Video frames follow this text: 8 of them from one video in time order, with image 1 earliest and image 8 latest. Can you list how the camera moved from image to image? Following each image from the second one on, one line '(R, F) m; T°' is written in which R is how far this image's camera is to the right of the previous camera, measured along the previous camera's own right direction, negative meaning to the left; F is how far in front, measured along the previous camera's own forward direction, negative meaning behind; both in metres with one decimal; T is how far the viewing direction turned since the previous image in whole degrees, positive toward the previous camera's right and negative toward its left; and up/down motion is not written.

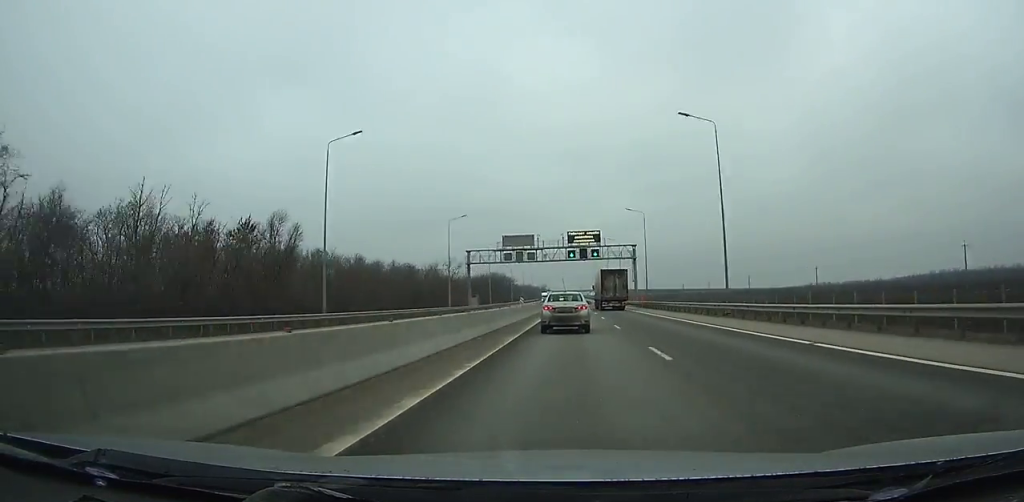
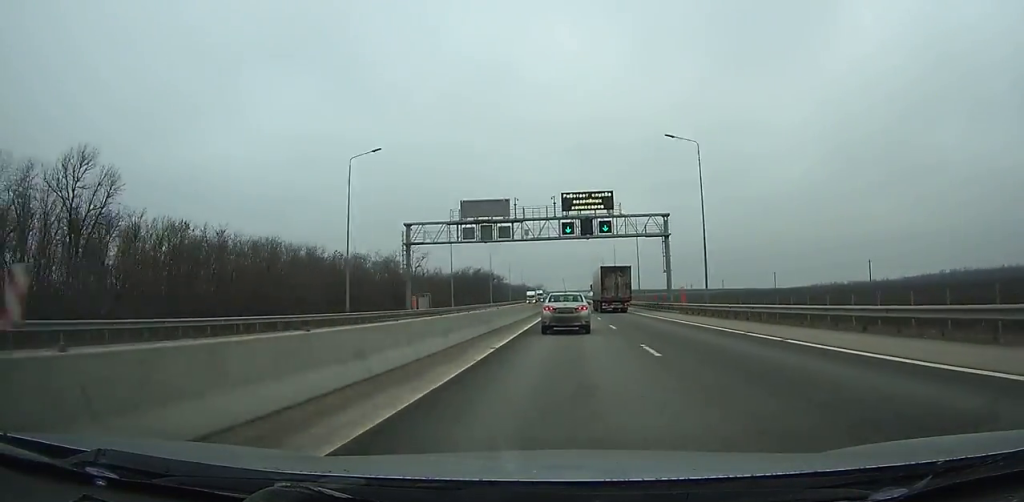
(-0.1, +35.6) m; 0°
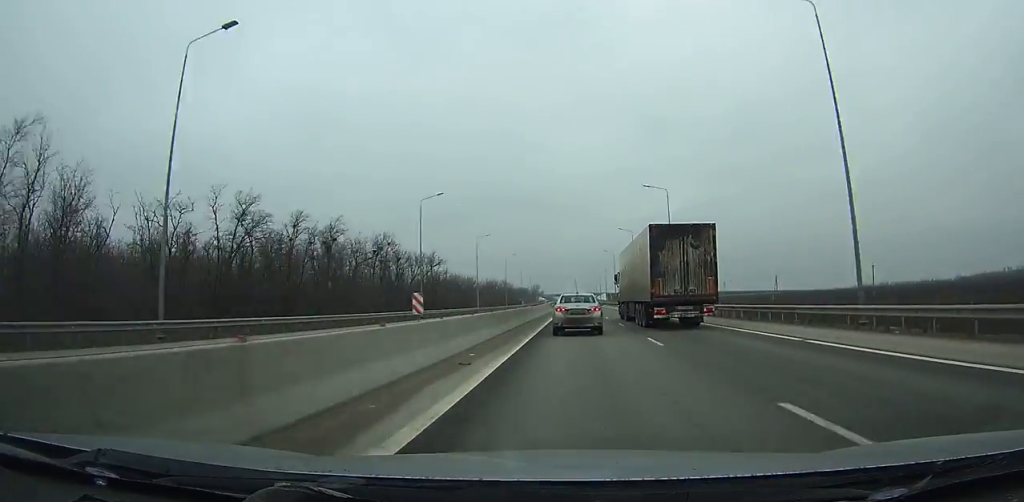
(-0.3, +143.6) m; 0°
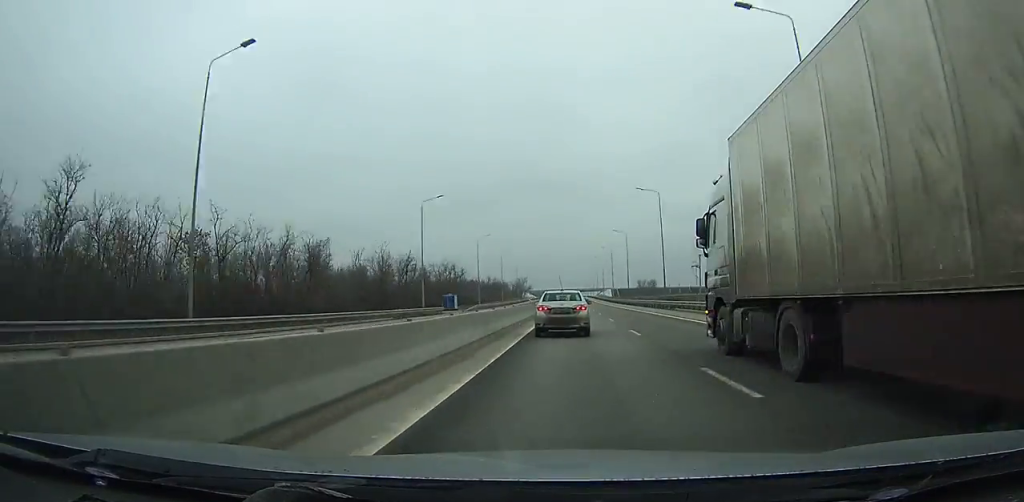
(+0.4, +117.6) m; +1°
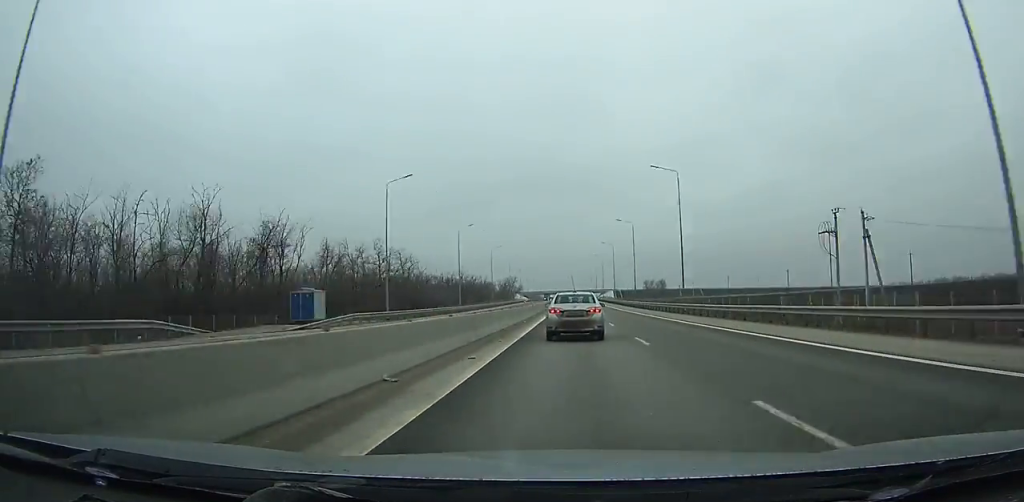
(-0.3, +51.2) m; +1°
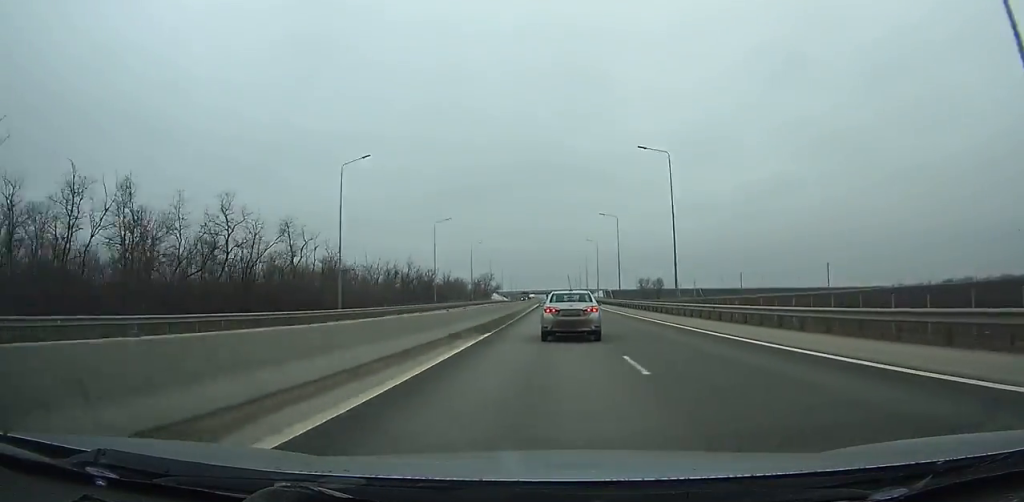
(+0.7, +41.6) m; 0°
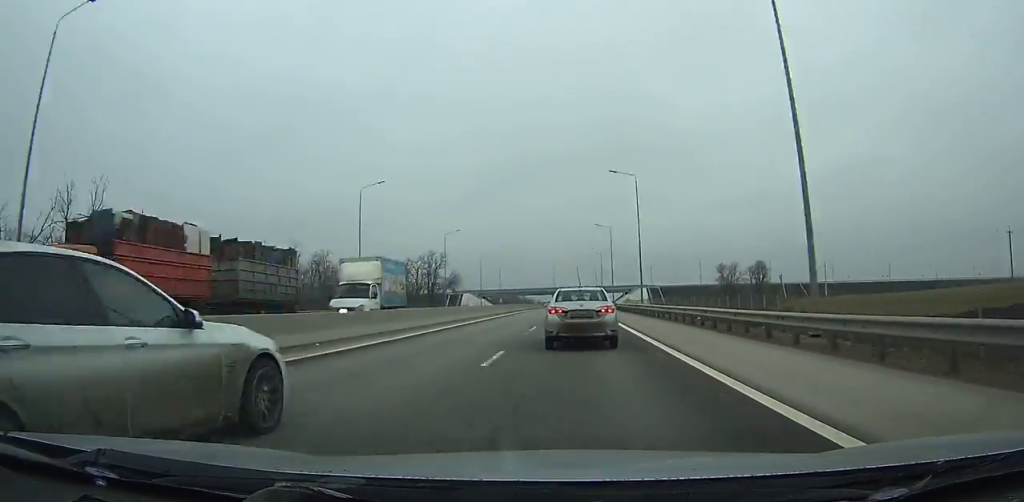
(-0.5, +139.6) m; -1°
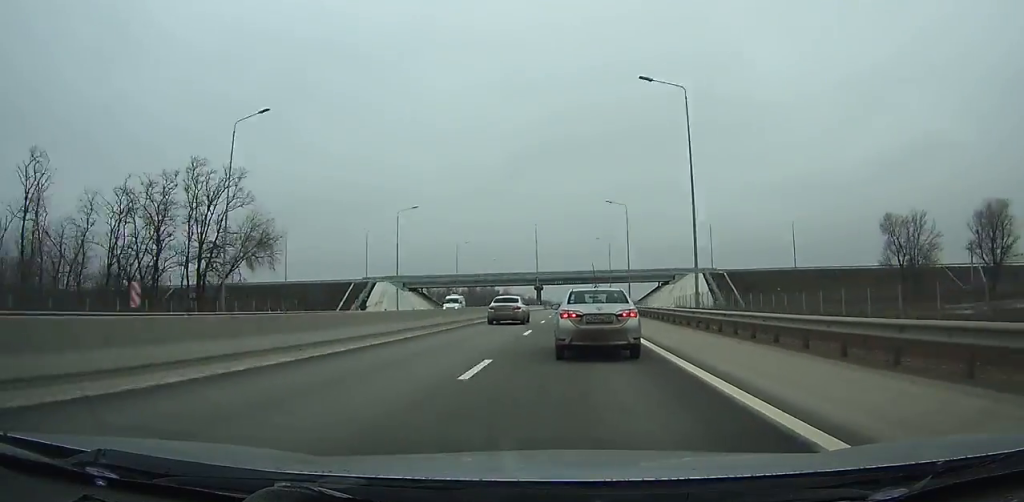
(-0.2, +96.6) m; 0°
